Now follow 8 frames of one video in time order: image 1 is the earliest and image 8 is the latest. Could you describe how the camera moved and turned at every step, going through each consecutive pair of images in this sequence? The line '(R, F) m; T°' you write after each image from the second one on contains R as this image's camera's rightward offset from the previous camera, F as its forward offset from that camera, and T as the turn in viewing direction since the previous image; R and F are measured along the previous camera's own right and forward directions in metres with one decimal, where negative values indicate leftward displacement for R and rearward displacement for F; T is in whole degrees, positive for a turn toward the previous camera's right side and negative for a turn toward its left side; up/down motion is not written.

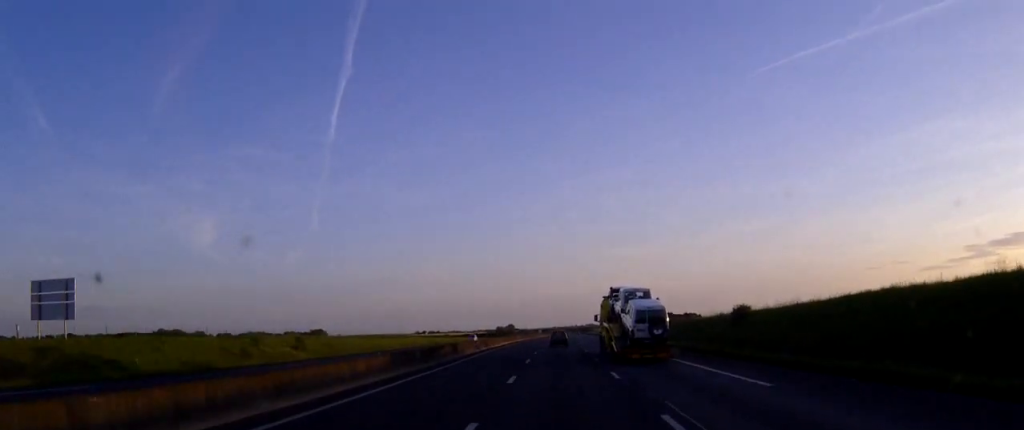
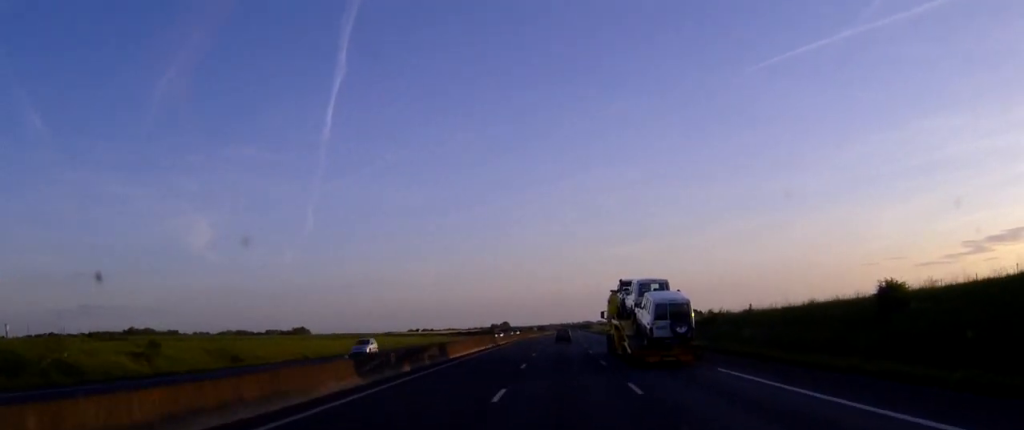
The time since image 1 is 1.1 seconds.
(+0.2, +32.3) m; 0°
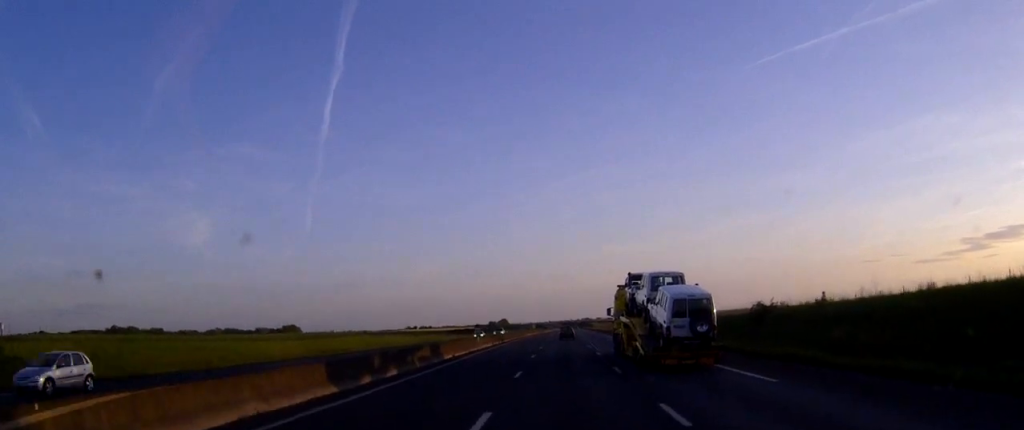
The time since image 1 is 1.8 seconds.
(0.0, +19.1) m; 0°
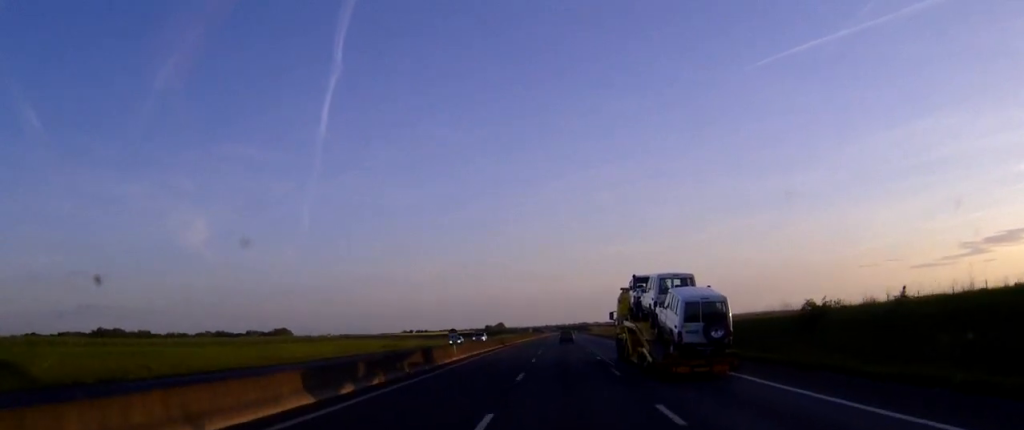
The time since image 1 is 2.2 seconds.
(0.0, +12.5) m; 0°
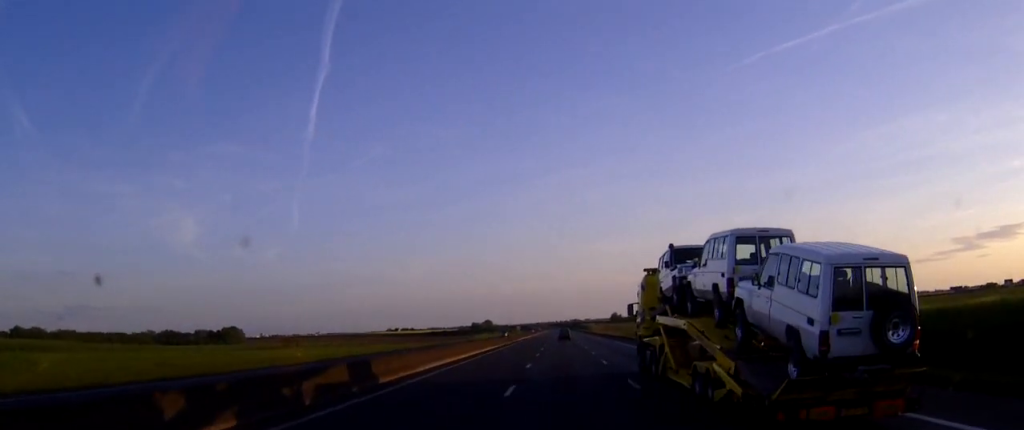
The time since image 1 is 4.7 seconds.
(+0.6, +71.8) m; +1°
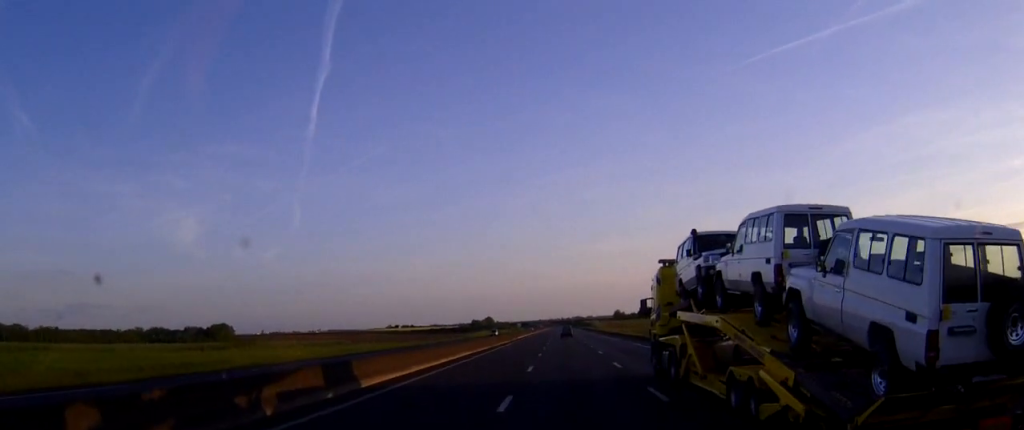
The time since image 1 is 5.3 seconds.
(0.0, +17.3) m; 0°
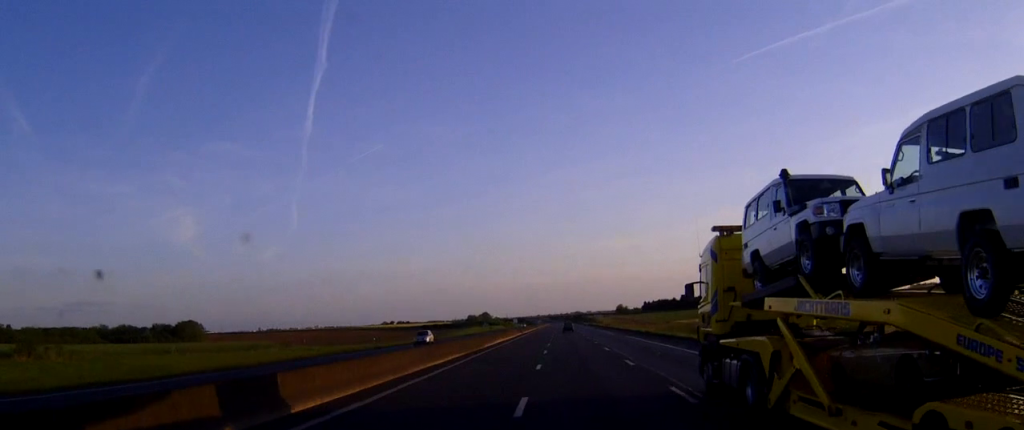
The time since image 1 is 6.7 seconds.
(0.0, +40.6) m; 0°
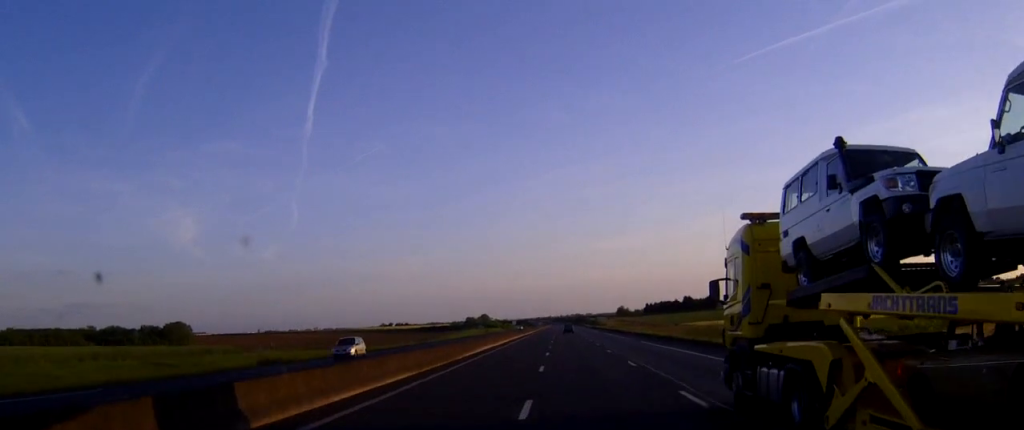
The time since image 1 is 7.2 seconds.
(0.0, +13.5) m; 0°
